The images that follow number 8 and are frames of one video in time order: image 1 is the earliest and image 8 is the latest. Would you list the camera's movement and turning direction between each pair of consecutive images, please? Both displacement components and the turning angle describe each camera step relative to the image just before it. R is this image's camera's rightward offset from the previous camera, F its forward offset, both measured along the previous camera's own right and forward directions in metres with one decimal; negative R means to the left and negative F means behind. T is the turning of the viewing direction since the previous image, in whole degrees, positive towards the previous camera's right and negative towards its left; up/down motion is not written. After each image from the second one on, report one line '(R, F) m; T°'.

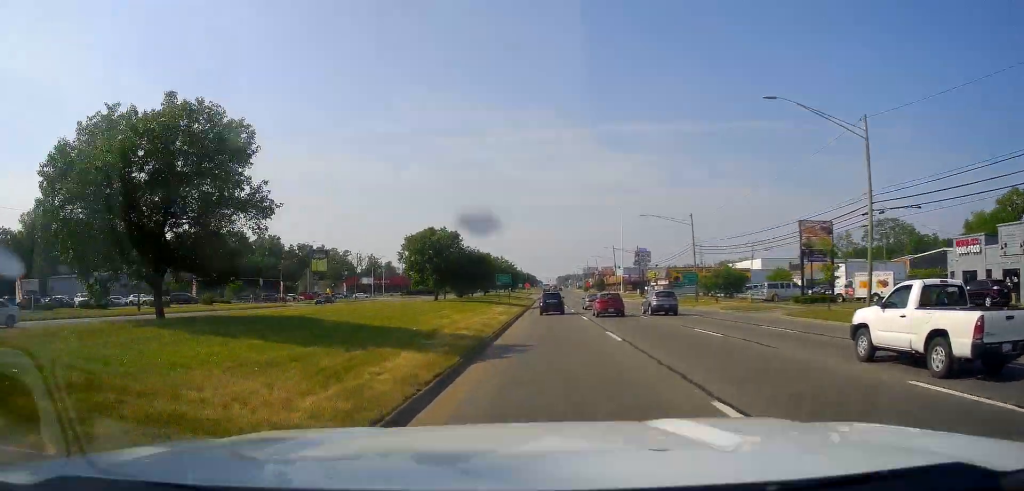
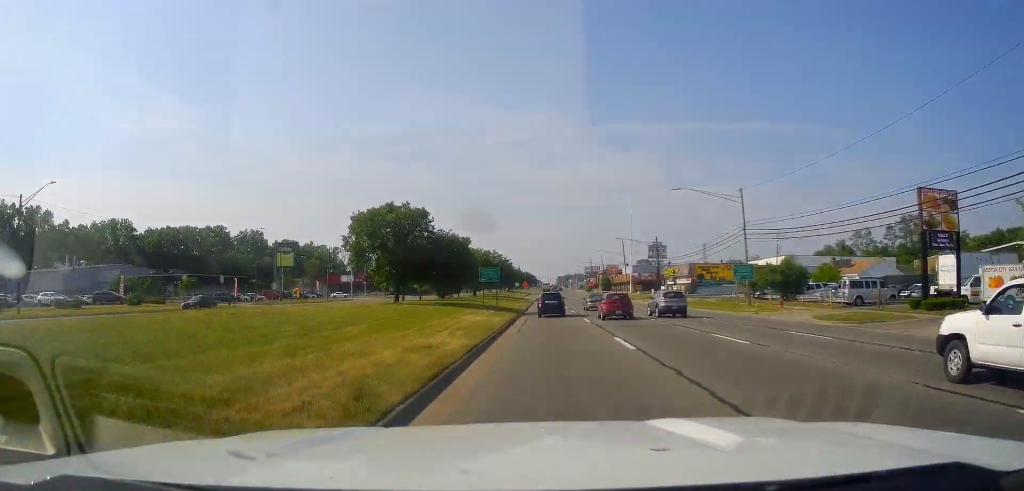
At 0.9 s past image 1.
(-0.6, +18.1) m; 0°
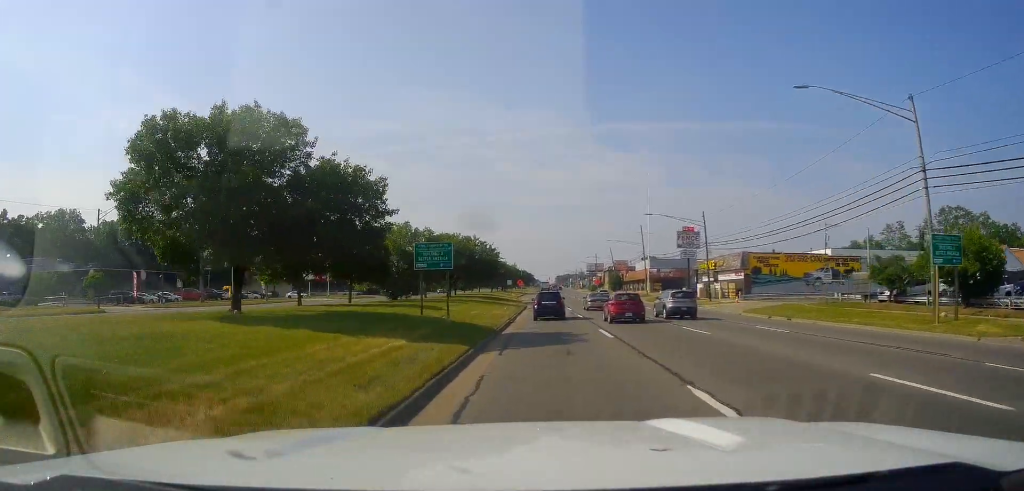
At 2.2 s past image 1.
(+1.0, +26.8) m; +2°
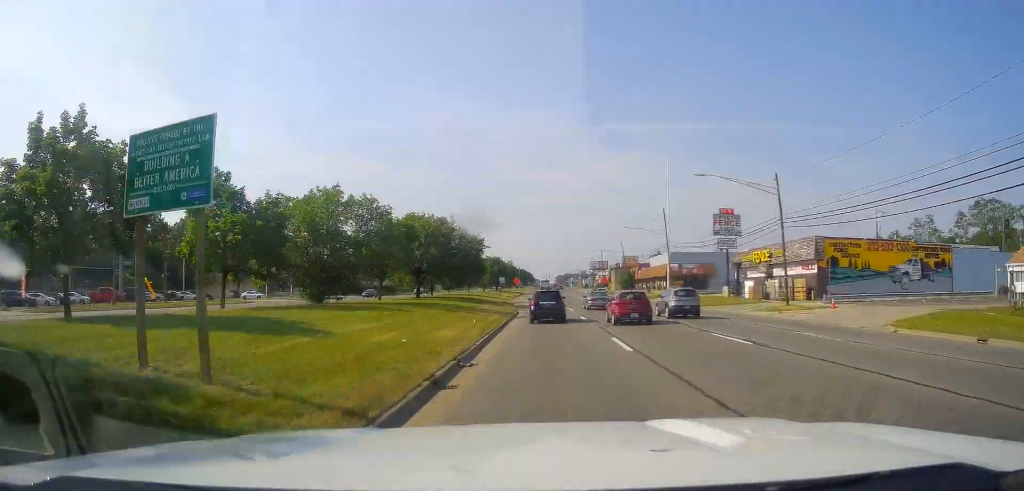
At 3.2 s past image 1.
(-0.1, +20.1) m; -1°
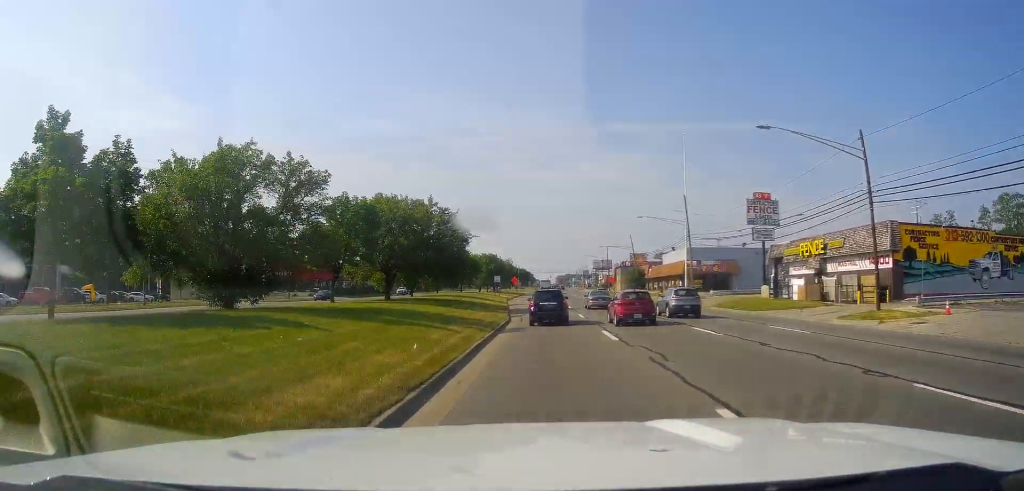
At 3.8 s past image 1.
(-0.3, +12.5) m; 0°
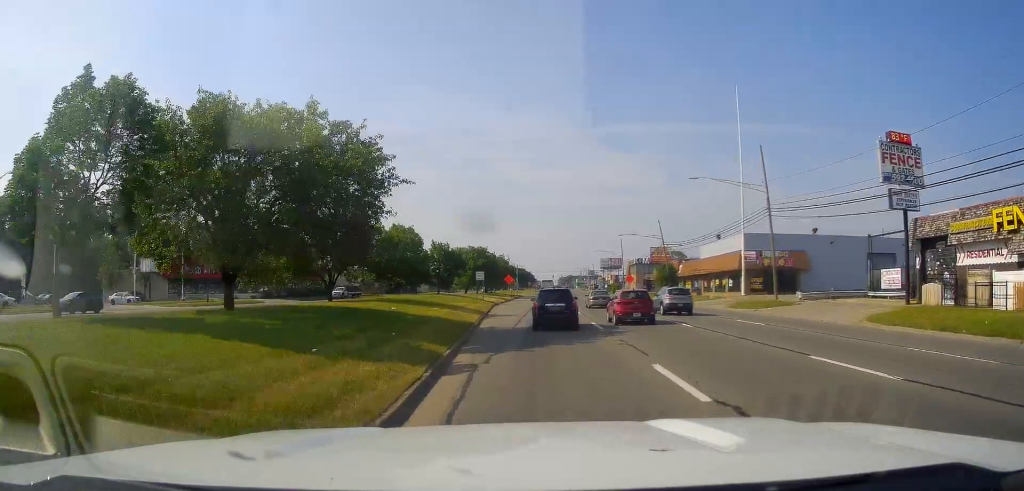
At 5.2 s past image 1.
(+0.5, +26.5) m; +1°
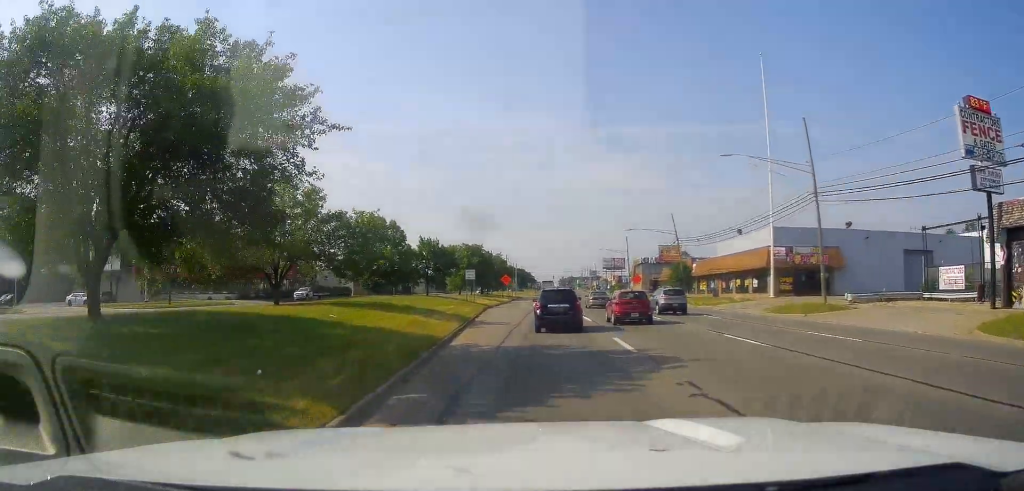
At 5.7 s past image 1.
(0.0, +8.8) m; 0°
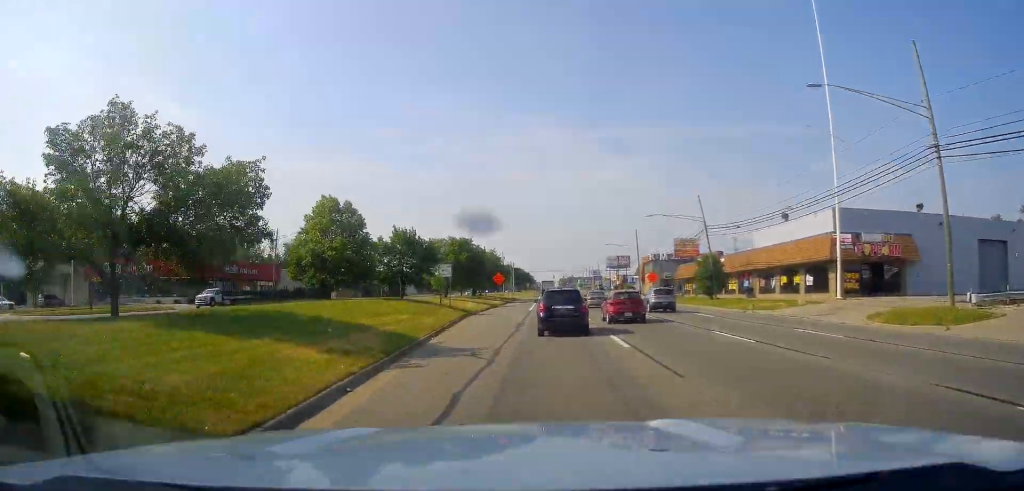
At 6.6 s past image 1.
(0.0, +14.1) m; -2°
